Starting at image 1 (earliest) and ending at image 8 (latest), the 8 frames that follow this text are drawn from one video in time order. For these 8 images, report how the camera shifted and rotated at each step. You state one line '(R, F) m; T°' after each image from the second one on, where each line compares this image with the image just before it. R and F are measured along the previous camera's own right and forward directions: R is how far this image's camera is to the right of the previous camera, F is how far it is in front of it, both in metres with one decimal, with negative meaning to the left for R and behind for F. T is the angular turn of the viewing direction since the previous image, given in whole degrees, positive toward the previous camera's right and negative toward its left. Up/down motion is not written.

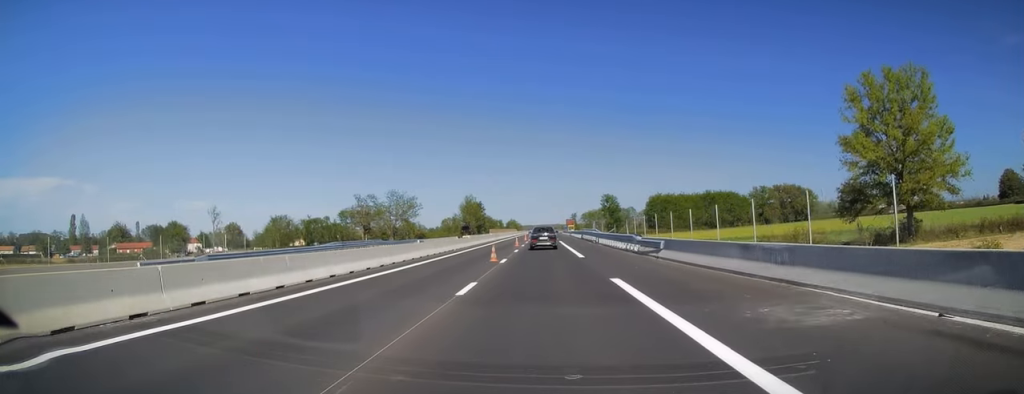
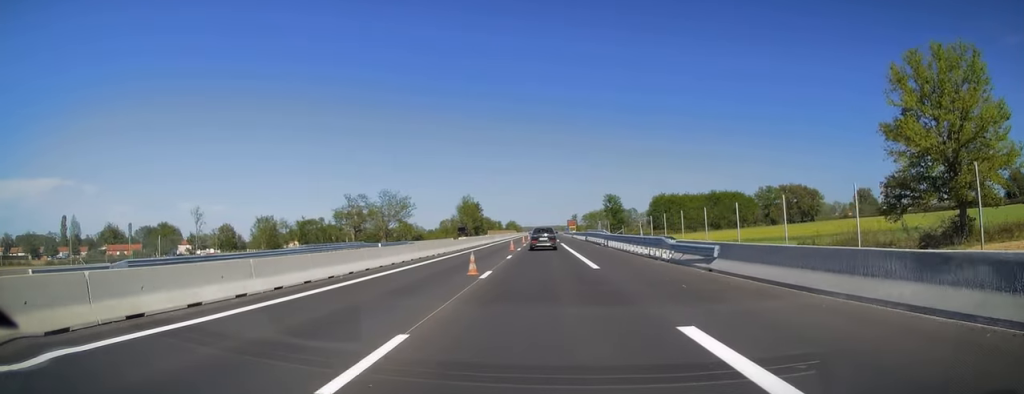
(0.0, +8.1) m; 0°
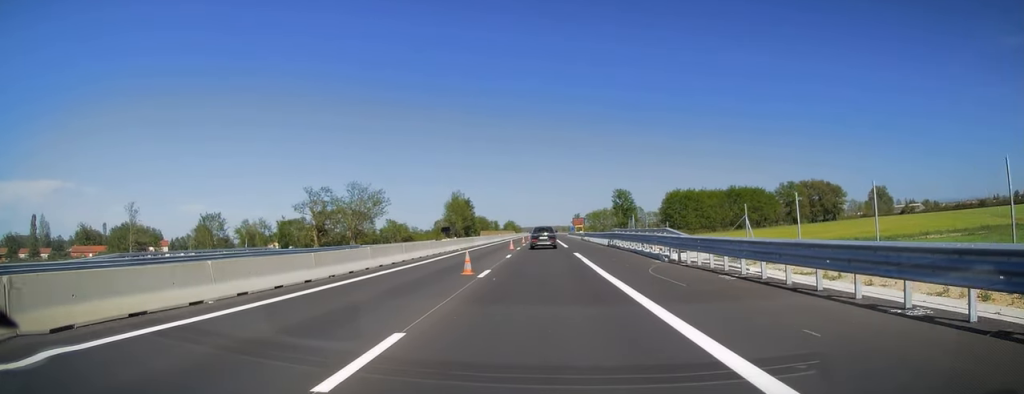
(+0.1, +25.9) m; 0°
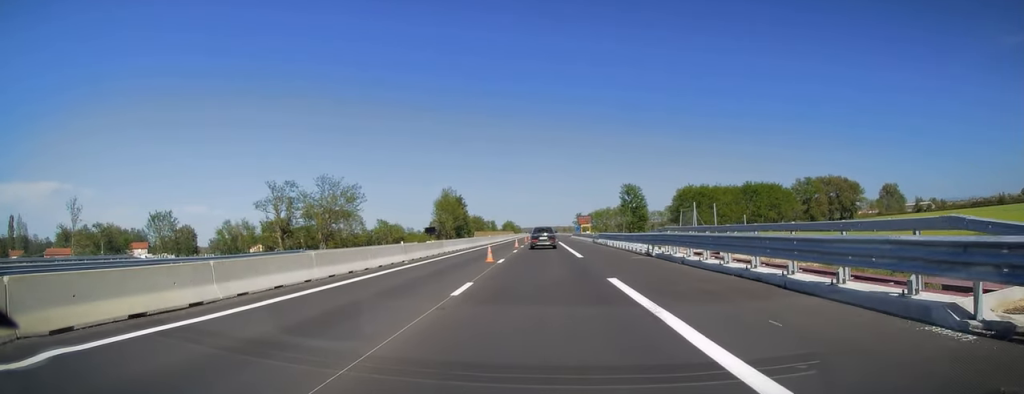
(0.0, +18.0) m; 0°
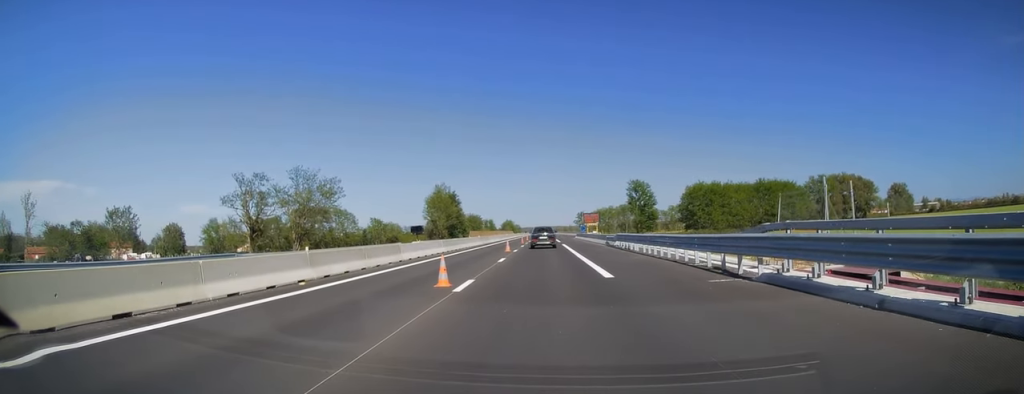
(0.0, +12.4) m; 0°
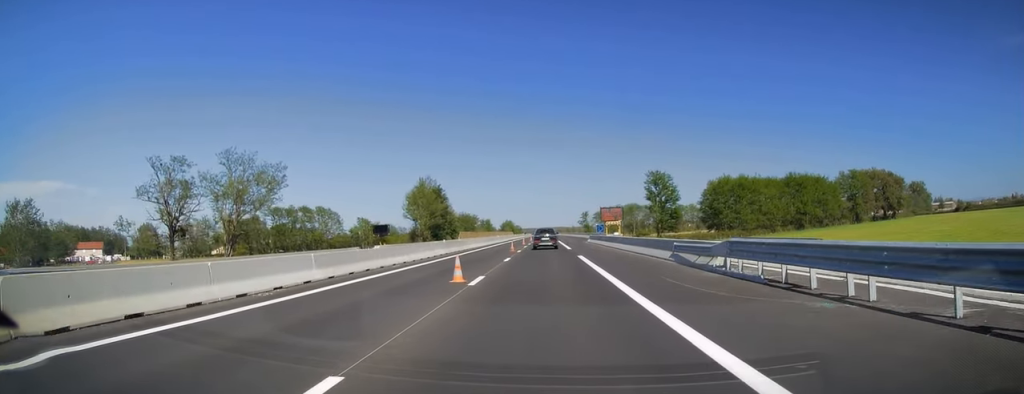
(0.0, +23.7) m; 0°
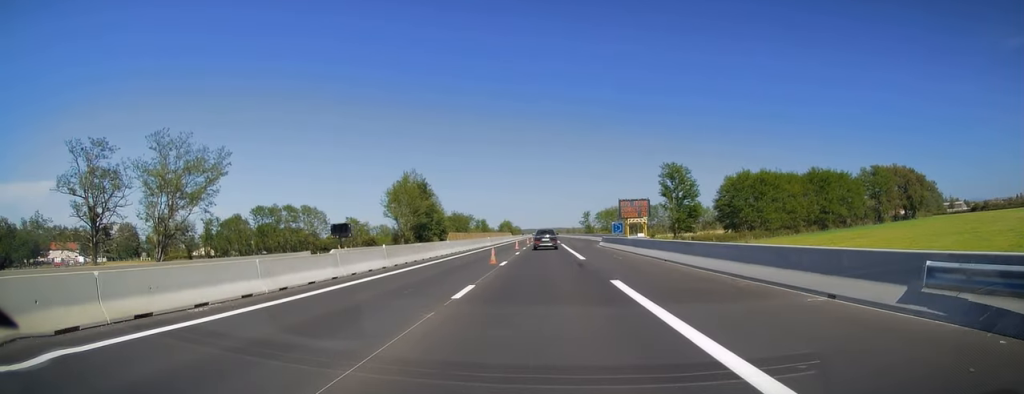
(0.0, +15.8) m; 0°
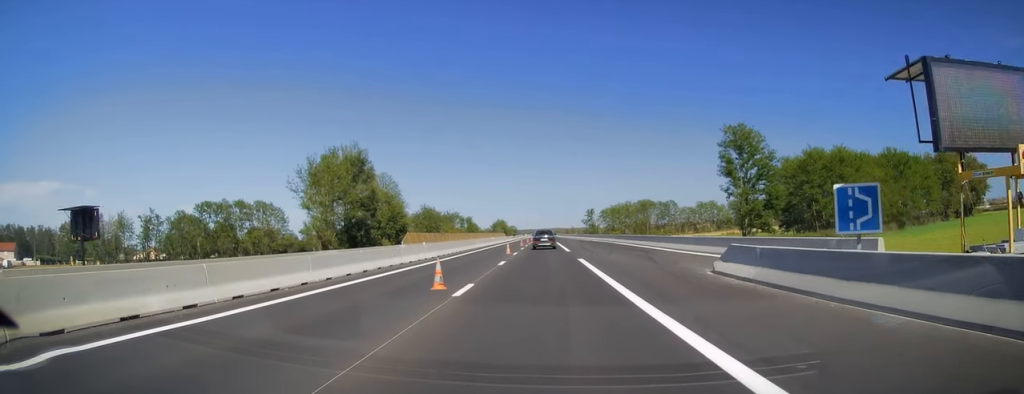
(0.0, +38.6) m; 0°
